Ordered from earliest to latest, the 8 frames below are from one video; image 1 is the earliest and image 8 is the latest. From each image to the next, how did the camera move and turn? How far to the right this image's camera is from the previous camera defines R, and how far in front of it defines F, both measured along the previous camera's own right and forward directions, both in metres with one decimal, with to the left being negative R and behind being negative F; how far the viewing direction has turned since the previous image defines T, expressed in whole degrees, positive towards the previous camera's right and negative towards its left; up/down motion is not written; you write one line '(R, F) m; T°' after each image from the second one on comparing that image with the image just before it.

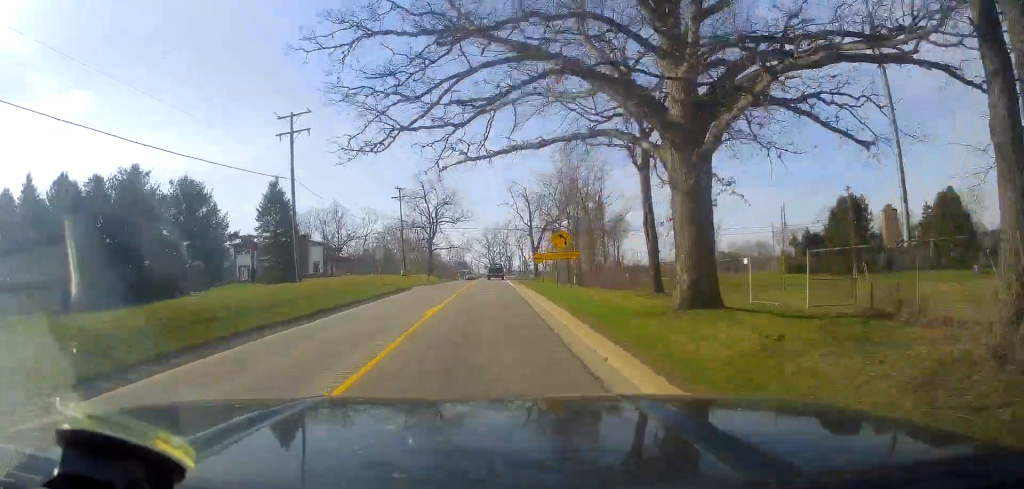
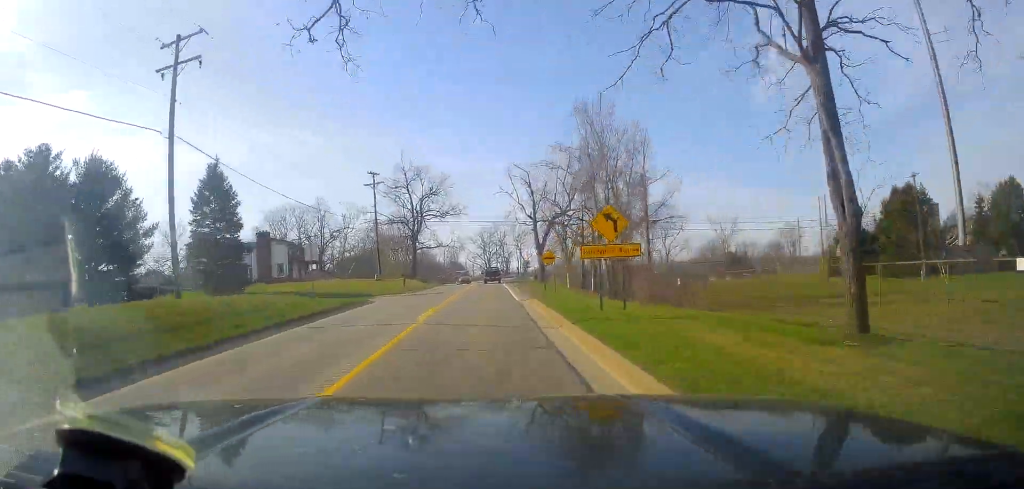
(+0.4, +14.9) m; +1°
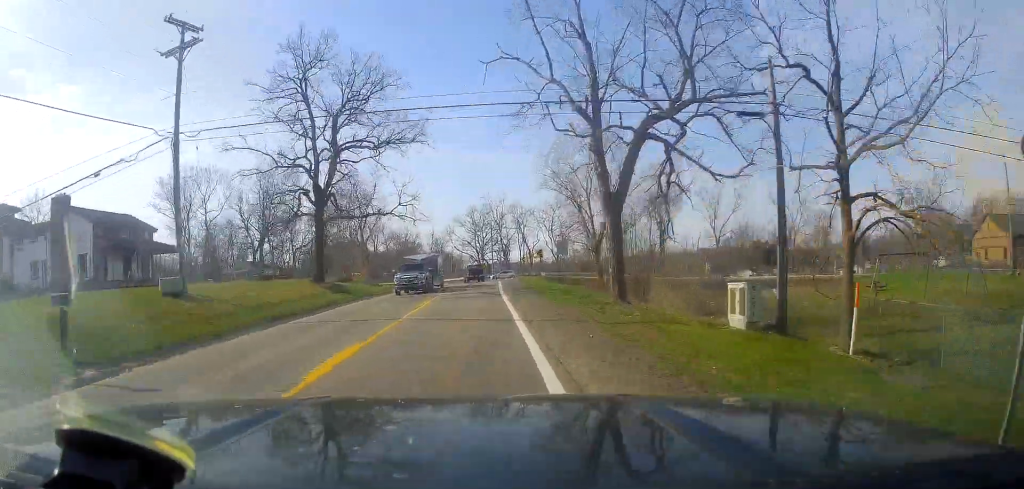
(+0.3, +40.8) m; 0°
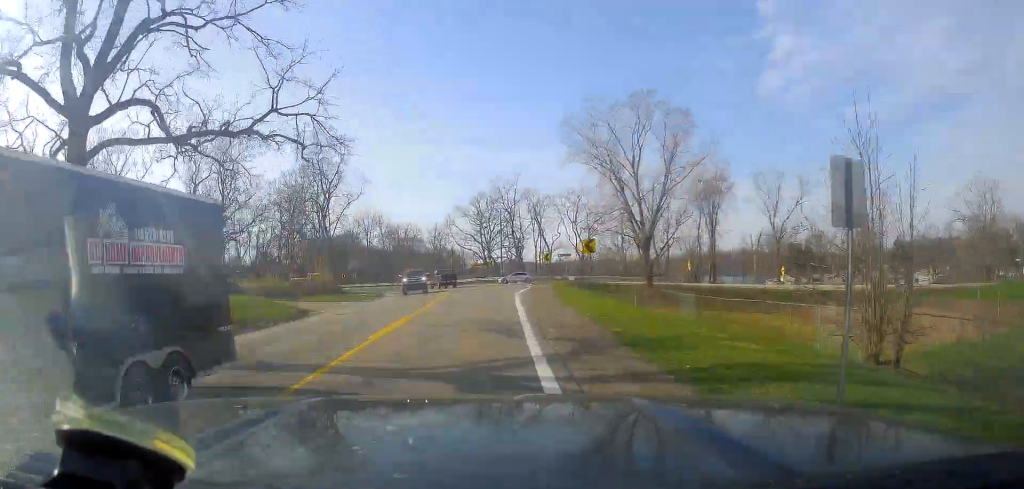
(-0.3, +24.4) m; -2°
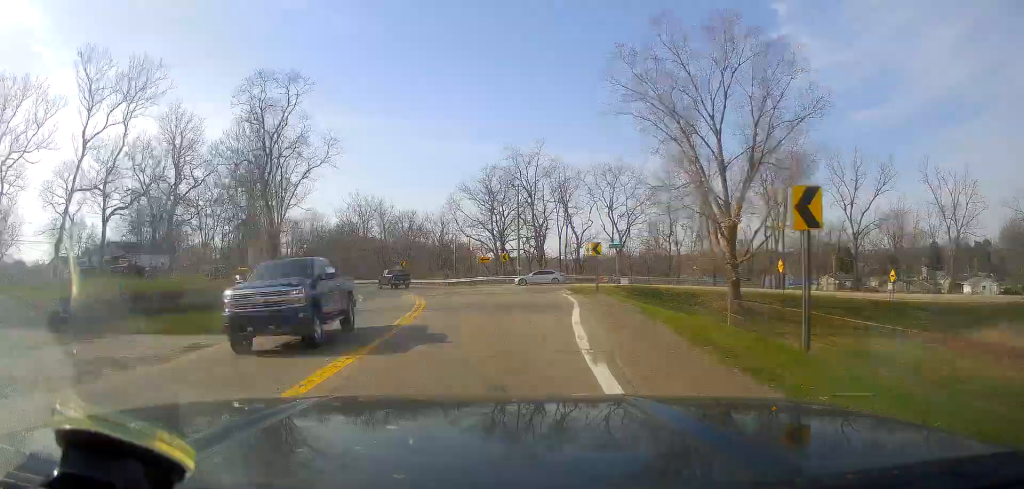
(-0.4, +20.7) m; -1°
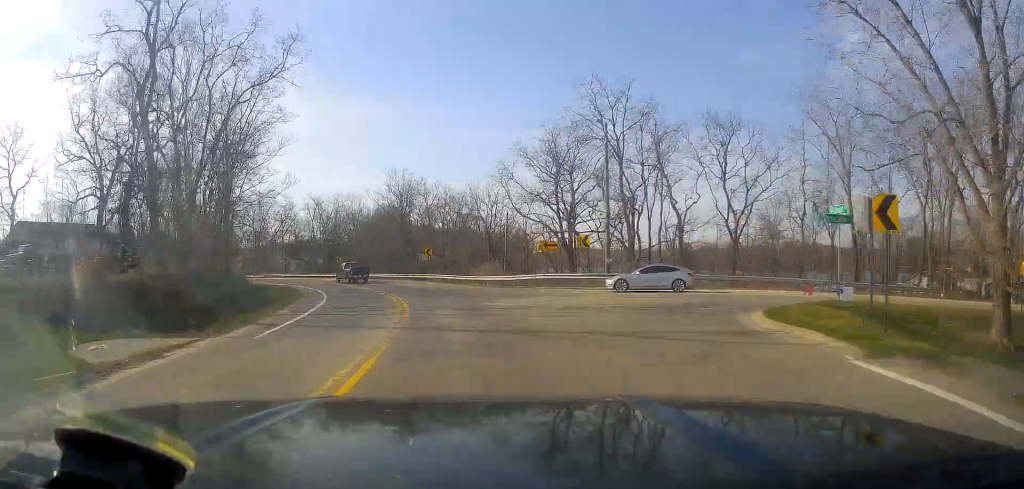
(-0.1, +23.3) m; -3°
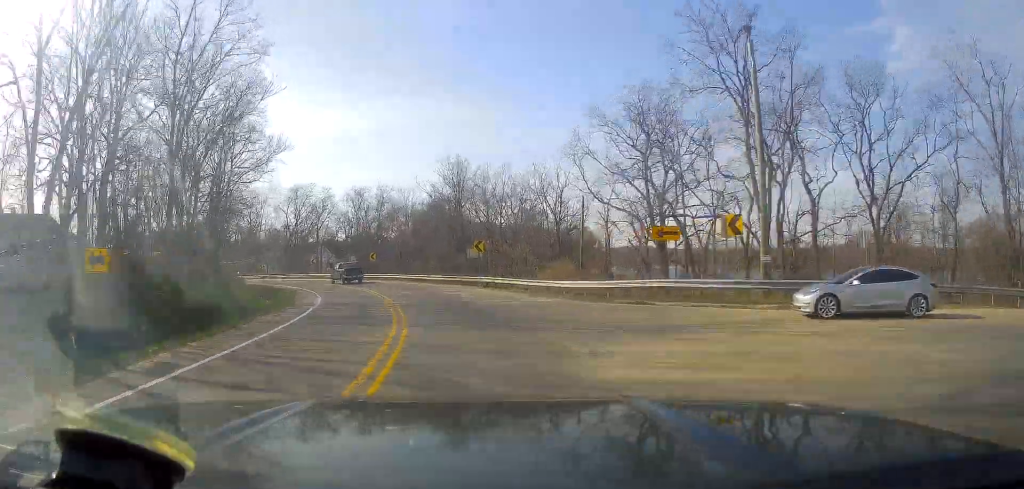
(-0.7, +14.4) m; -6°
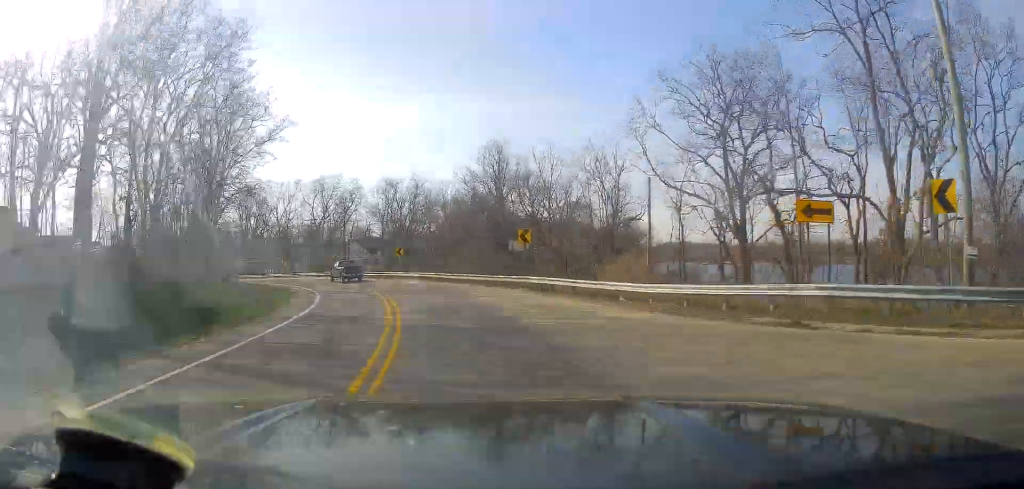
(+0.1, +9.1) m; -4°
